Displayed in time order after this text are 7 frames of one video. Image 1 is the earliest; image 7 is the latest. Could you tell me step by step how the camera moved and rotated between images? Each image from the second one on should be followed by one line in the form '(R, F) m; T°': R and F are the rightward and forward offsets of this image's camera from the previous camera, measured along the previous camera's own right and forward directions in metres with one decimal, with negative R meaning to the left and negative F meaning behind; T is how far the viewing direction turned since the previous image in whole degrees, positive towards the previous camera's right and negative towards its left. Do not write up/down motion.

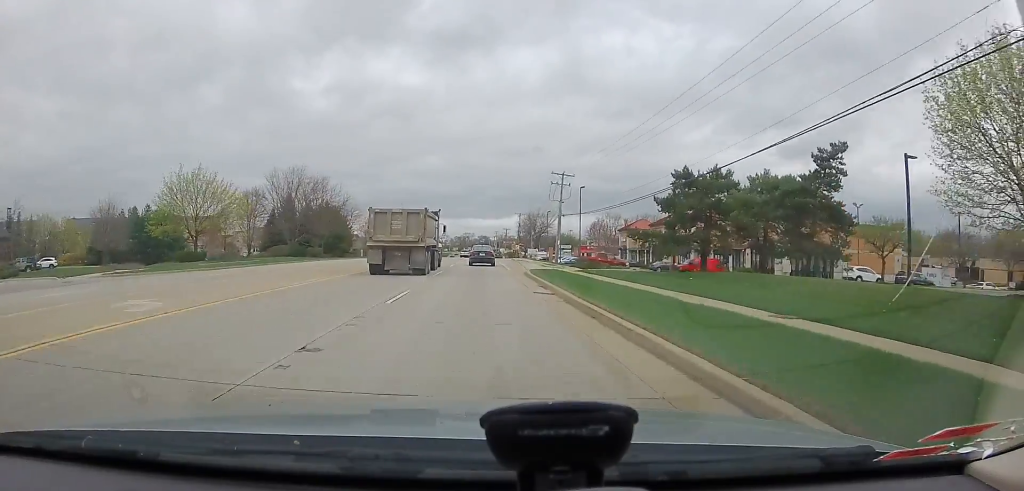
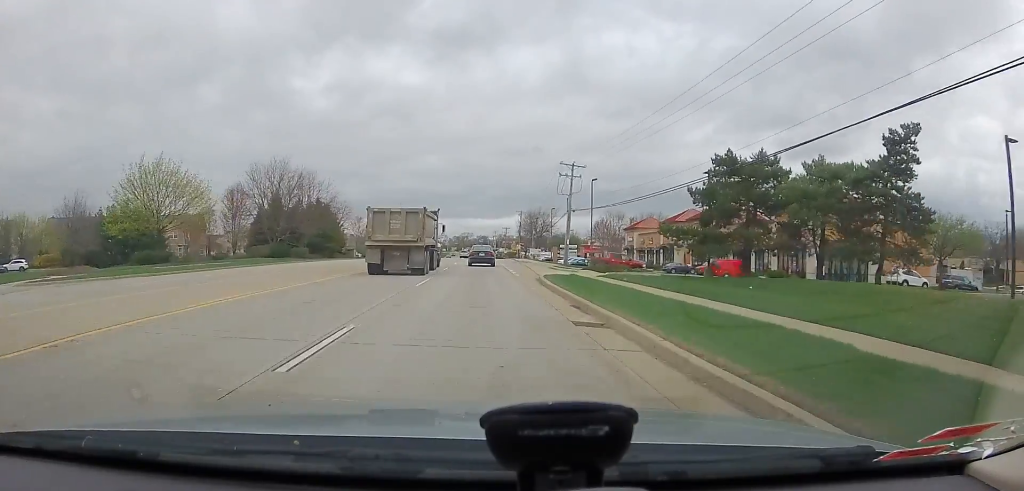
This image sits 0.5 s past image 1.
(-0.2, +6.6) m; -1°
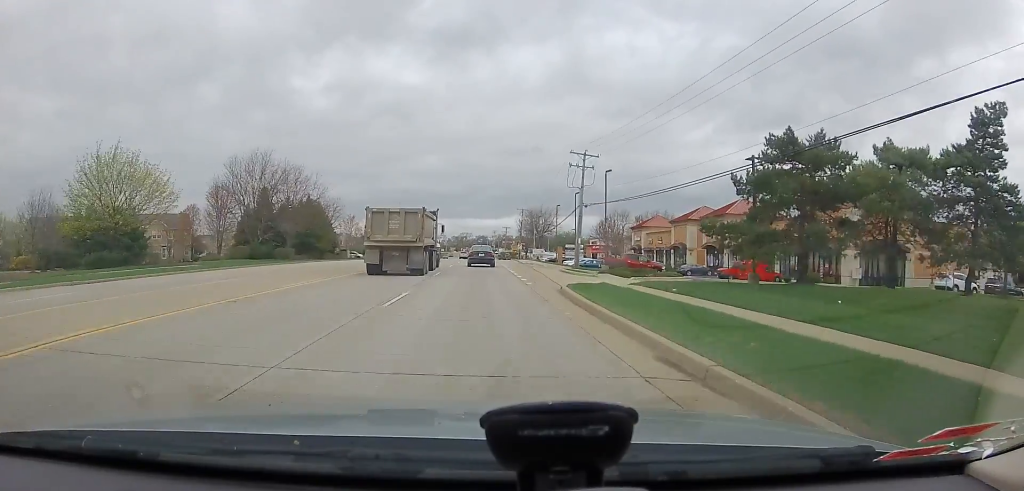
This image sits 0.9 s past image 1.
(-0.1, +6.1) m; -1°
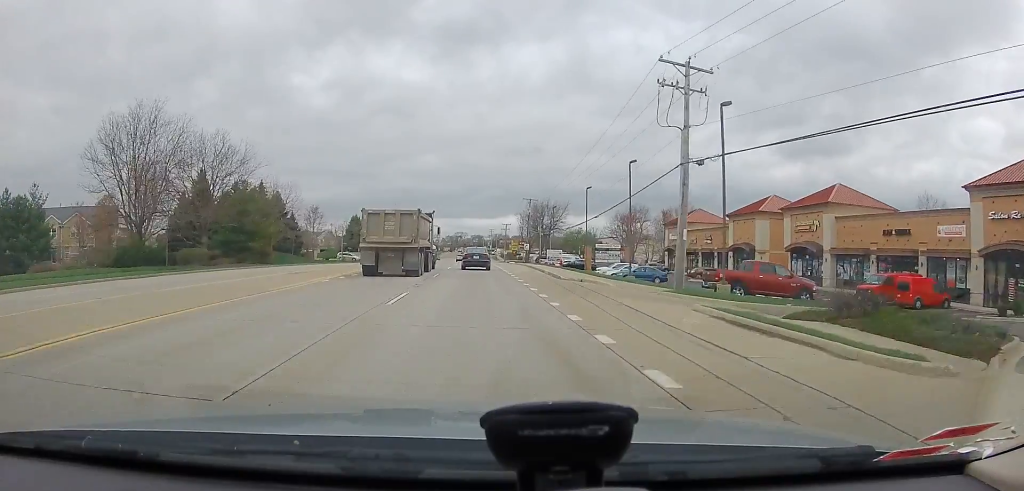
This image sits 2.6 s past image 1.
(0.0, +24.1) m; 0°
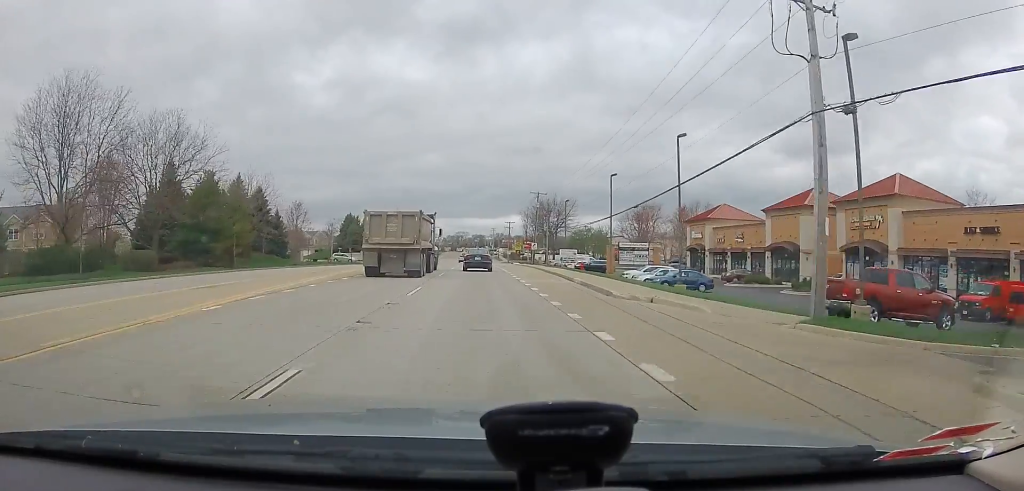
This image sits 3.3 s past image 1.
(0.0, +9.5) m; 0°
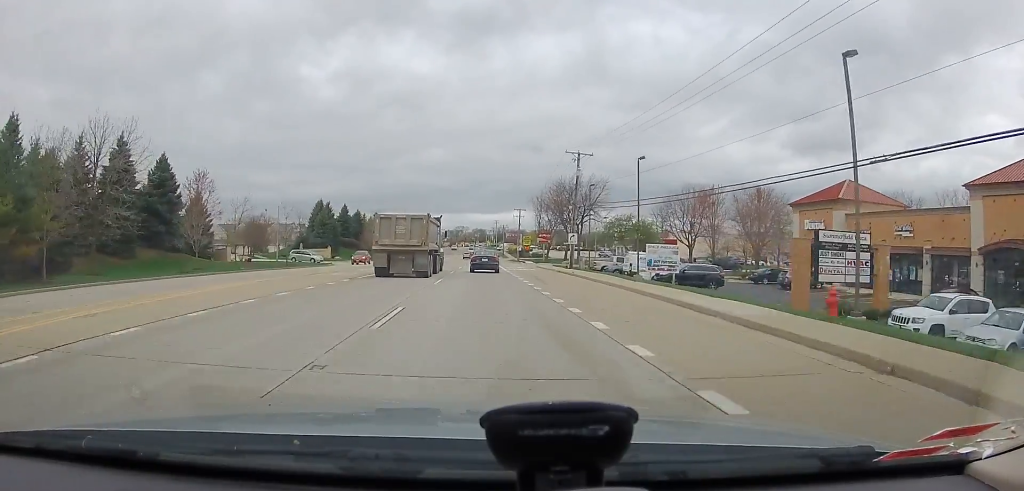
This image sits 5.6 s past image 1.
(+0.9, +30.6) m; +4°
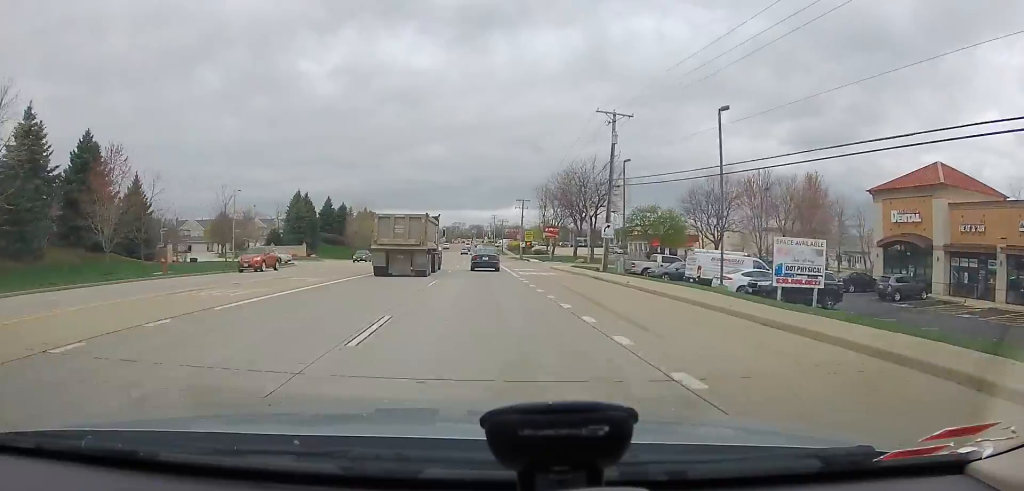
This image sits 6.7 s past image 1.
(-0.2, +13.8) m; -1°
